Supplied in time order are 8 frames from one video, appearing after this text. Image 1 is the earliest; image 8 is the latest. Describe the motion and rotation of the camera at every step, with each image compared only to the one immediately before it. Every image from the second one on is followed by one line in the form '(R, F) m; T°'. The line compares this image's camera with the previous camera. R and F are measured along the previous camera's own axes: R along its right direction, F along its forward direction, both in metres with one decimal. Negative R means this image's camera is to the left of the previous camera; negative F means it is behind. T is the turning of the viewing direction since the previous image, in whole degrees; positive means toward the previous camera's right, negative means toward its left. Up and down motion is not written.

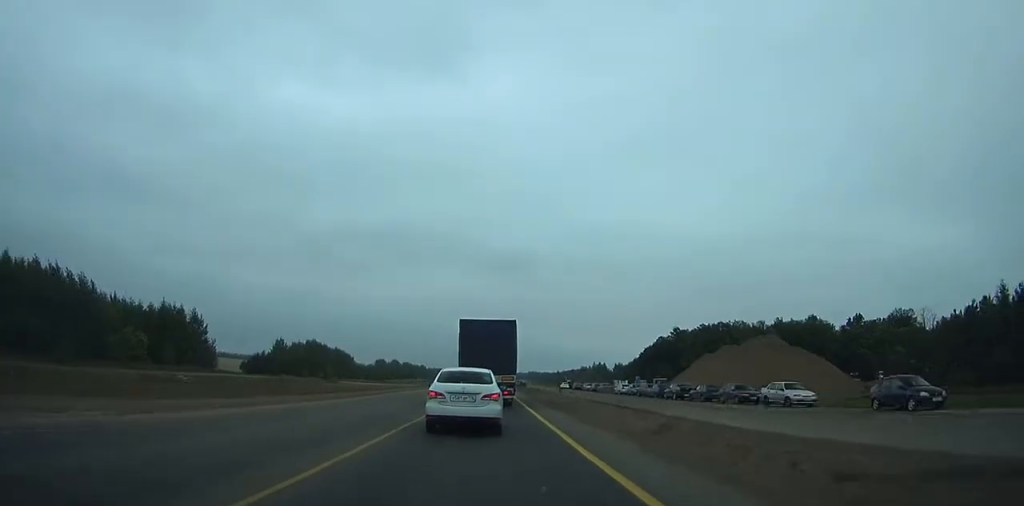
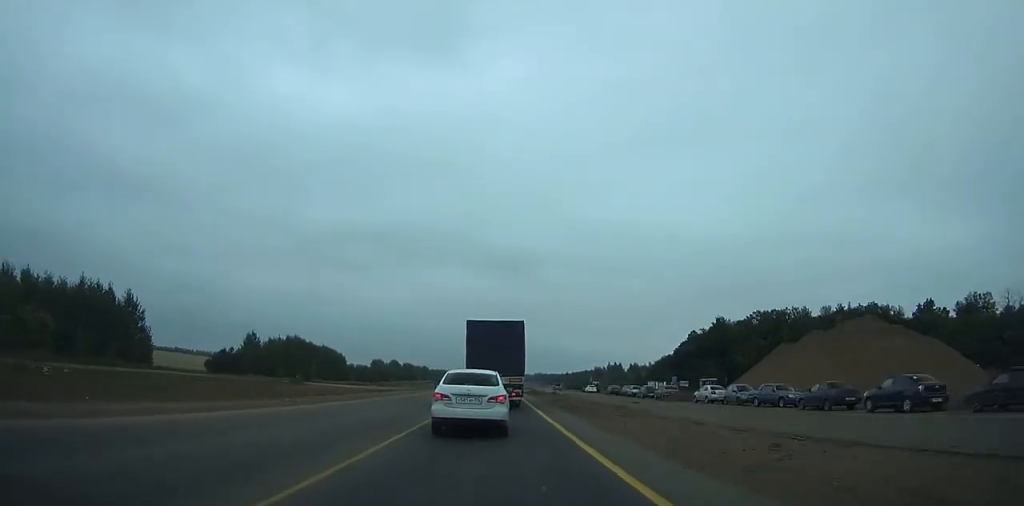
(+0.1, +28.9) m; 0°
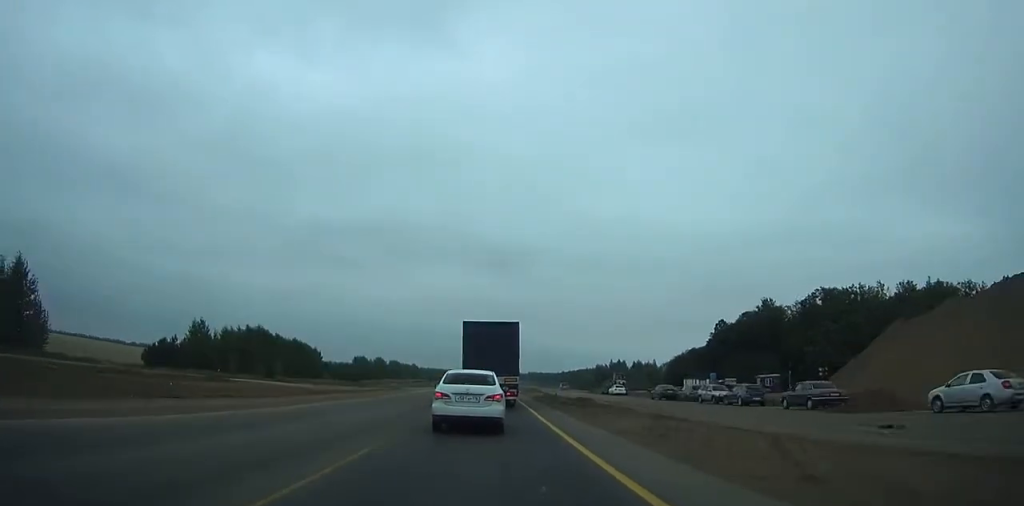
(0.0, +29.2) m; 0°
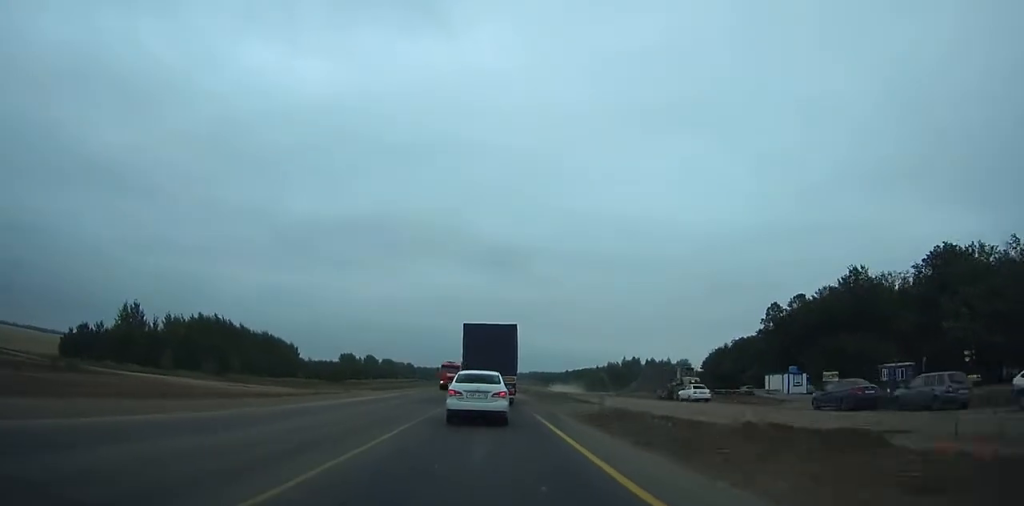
(-0.1, +31.3) m; 0°
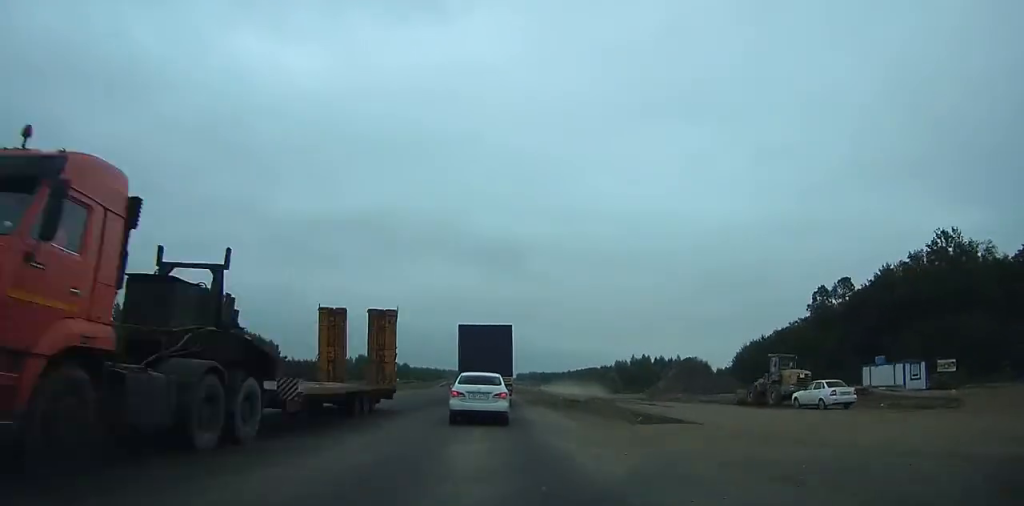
(0.0, +20.1) m; 0°
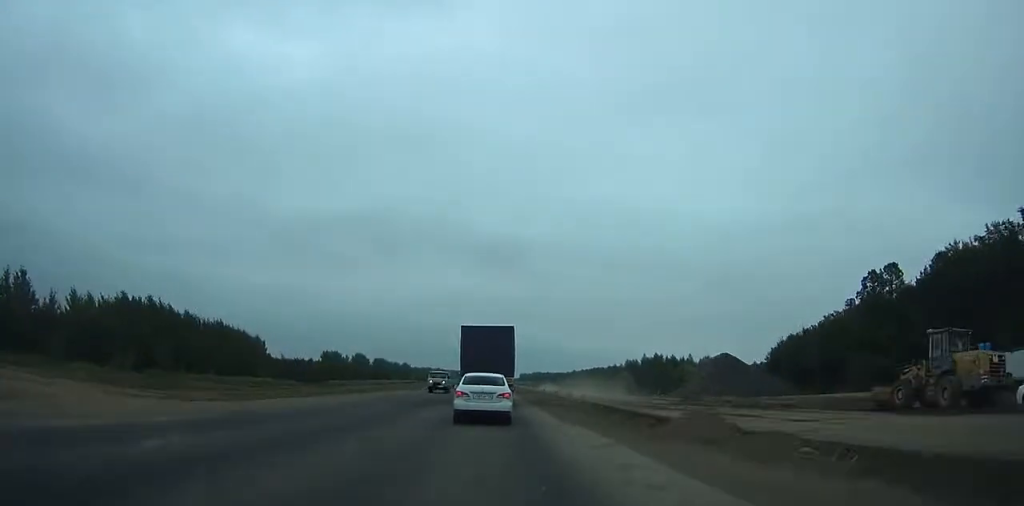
(0.0, +15.1) m; 0°
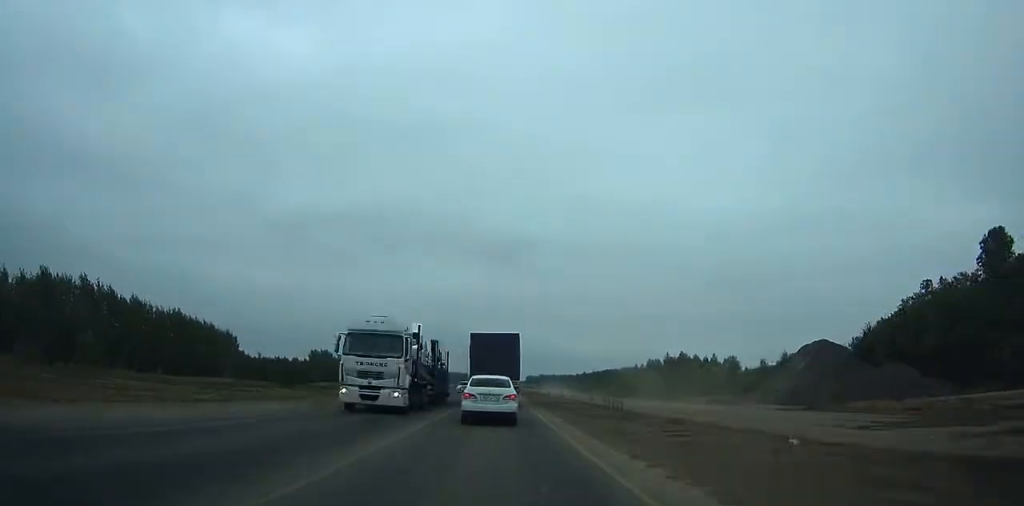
(0.0, +26.2) m; 0°
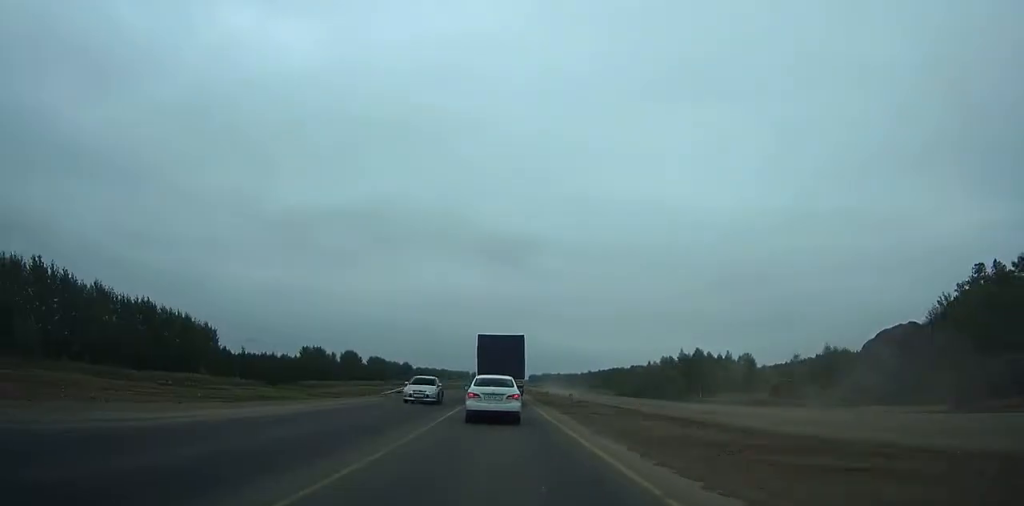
(0.0, +15.0) m; 0°
